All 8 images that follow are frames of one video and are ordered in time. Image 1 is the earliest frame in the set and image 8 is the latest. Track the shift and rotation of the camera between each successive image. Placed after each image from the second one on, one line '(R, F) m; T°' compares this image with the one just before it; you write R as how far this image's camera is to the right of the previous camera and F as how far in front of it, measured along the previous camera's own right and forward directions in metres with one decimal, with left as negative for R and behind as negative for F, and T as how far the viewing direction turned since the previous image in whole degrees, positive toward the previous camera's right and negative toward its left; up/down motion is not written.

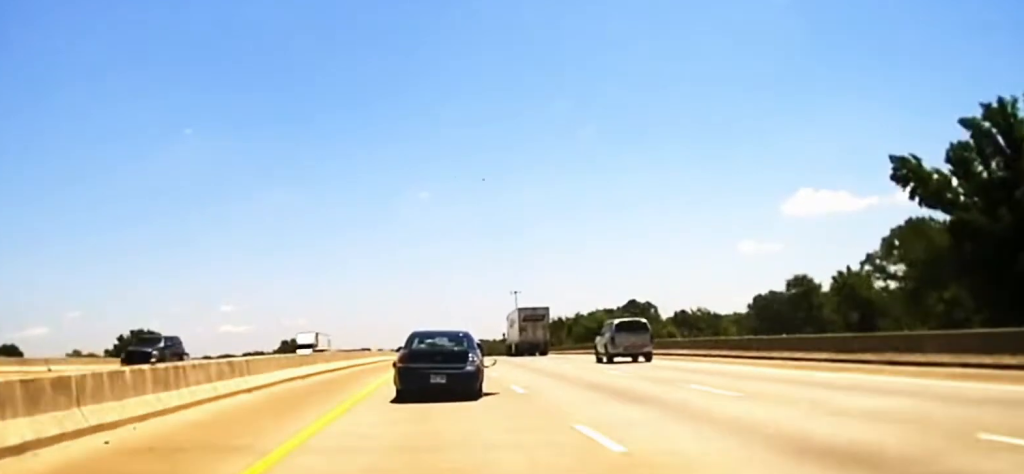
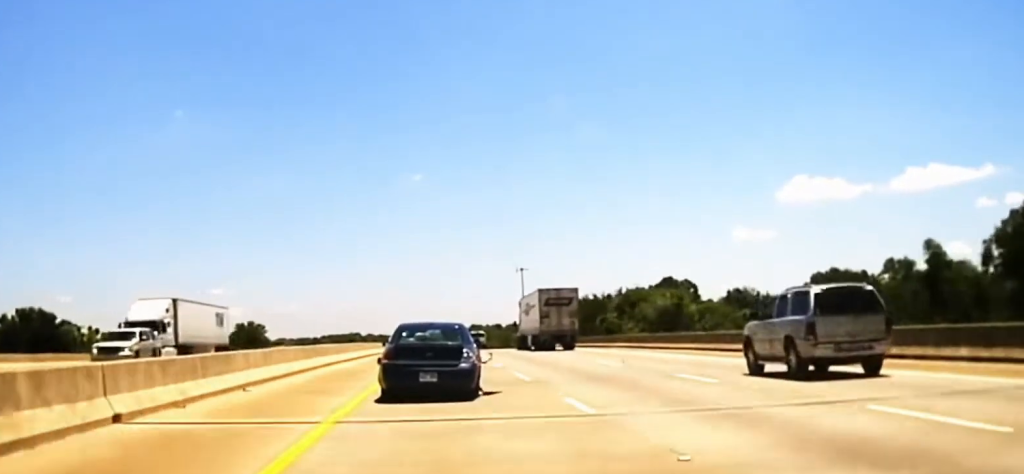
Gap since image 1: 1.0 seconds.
(+0.3, +49.1) m; 0°
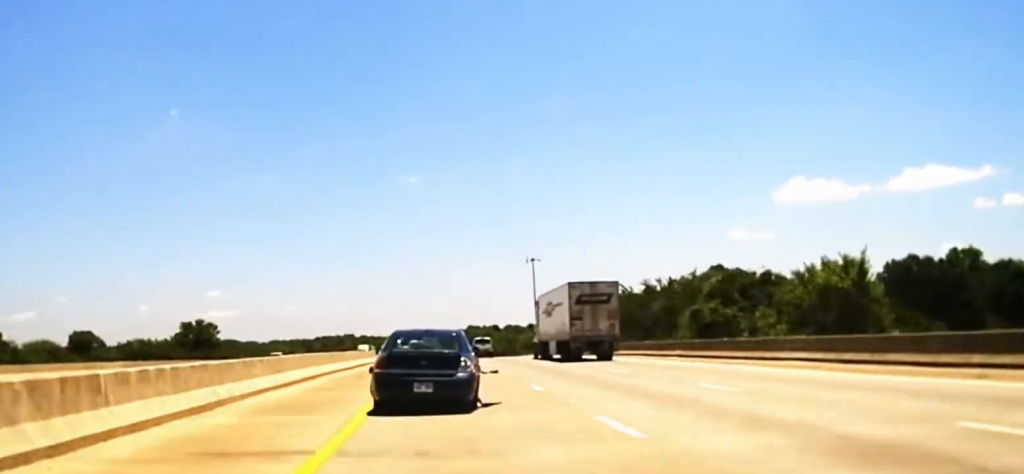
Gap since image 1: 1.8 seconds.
(0.0, +43.1) m; 0°
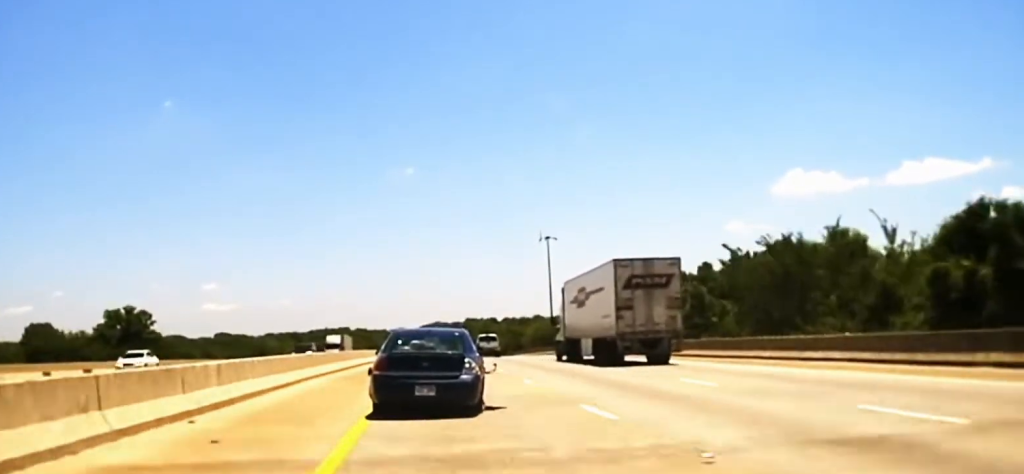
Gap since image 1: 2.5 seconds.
(0.0, +37.9) m; 0°
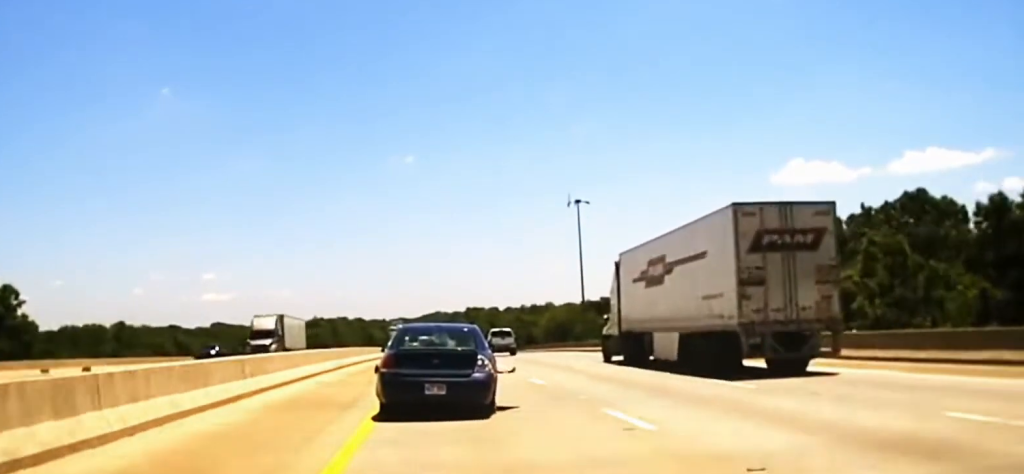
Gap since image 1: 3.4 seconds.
(0.0, +41.0) m; 0°
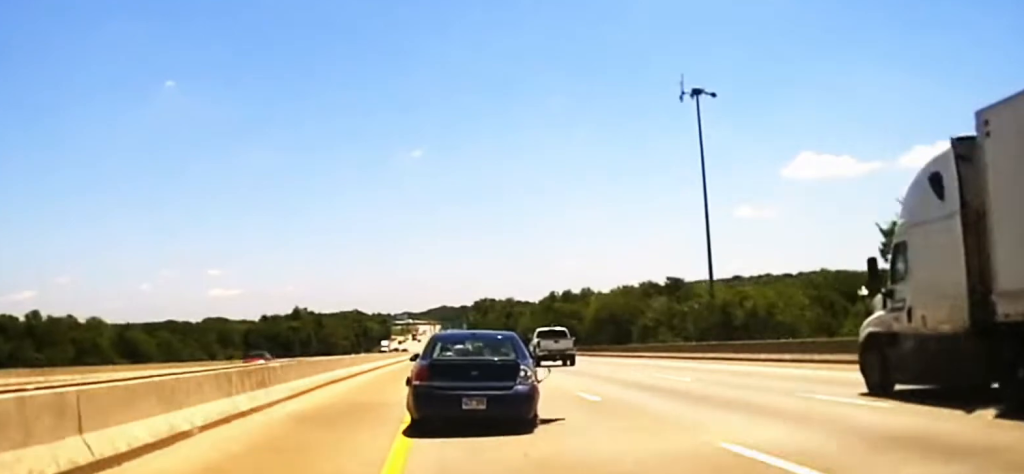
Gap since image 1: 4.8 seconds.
(0.0, +60.8) m; 0°
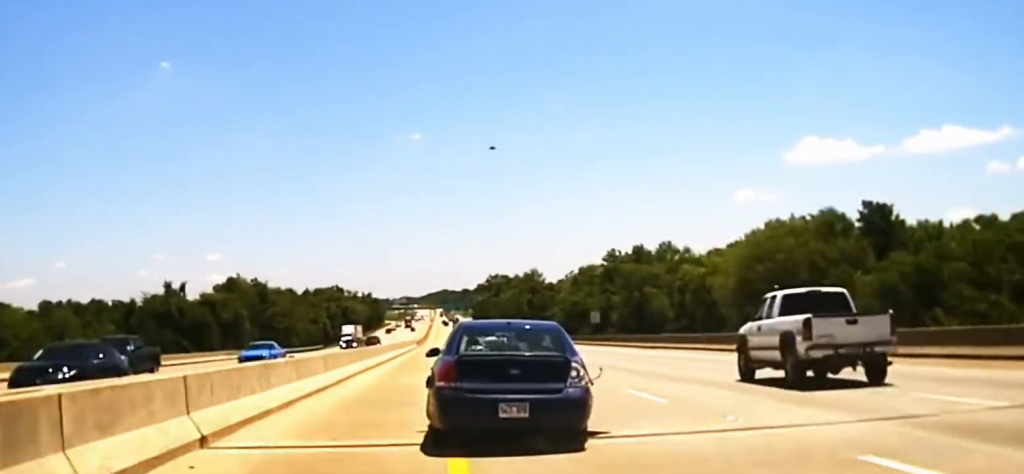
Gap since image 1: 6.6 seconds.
(0.0, +71.3) m; 0°
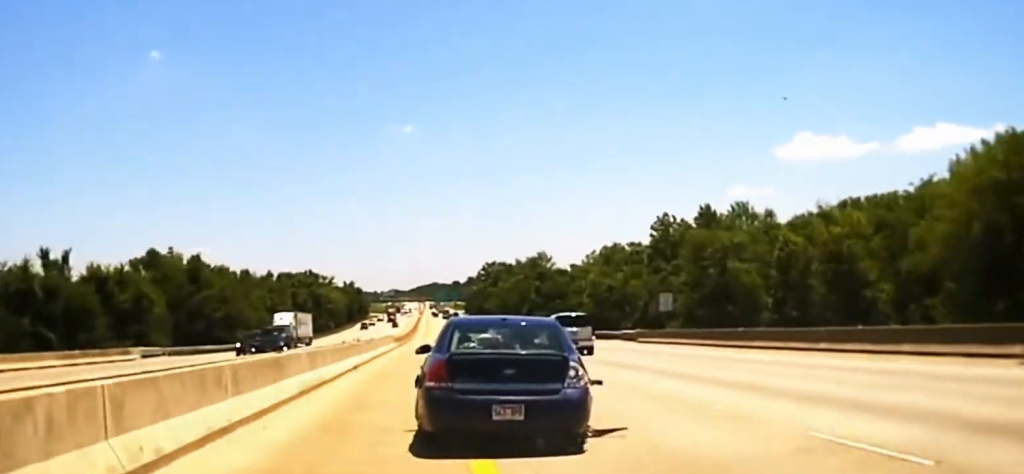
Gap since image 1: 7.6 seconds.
(0.0, +41.5) m; 0°
